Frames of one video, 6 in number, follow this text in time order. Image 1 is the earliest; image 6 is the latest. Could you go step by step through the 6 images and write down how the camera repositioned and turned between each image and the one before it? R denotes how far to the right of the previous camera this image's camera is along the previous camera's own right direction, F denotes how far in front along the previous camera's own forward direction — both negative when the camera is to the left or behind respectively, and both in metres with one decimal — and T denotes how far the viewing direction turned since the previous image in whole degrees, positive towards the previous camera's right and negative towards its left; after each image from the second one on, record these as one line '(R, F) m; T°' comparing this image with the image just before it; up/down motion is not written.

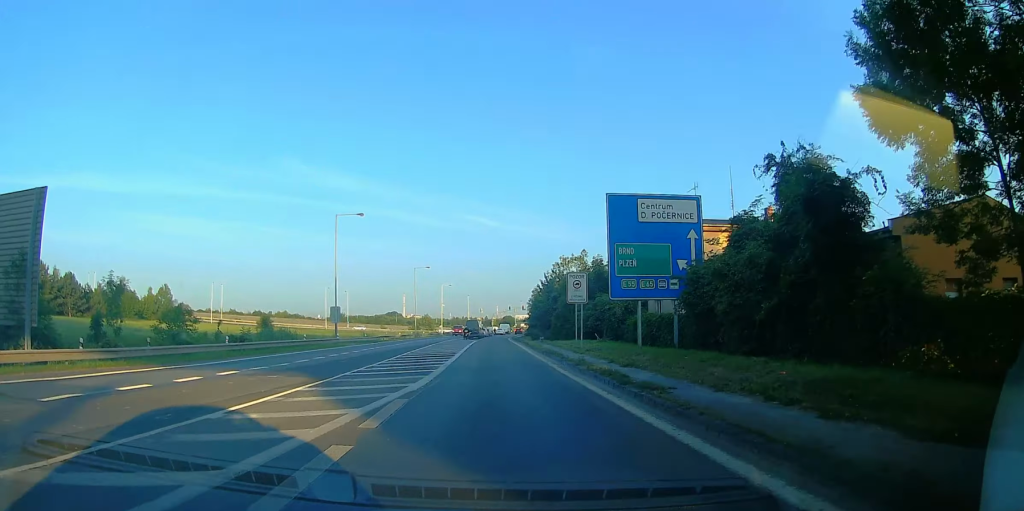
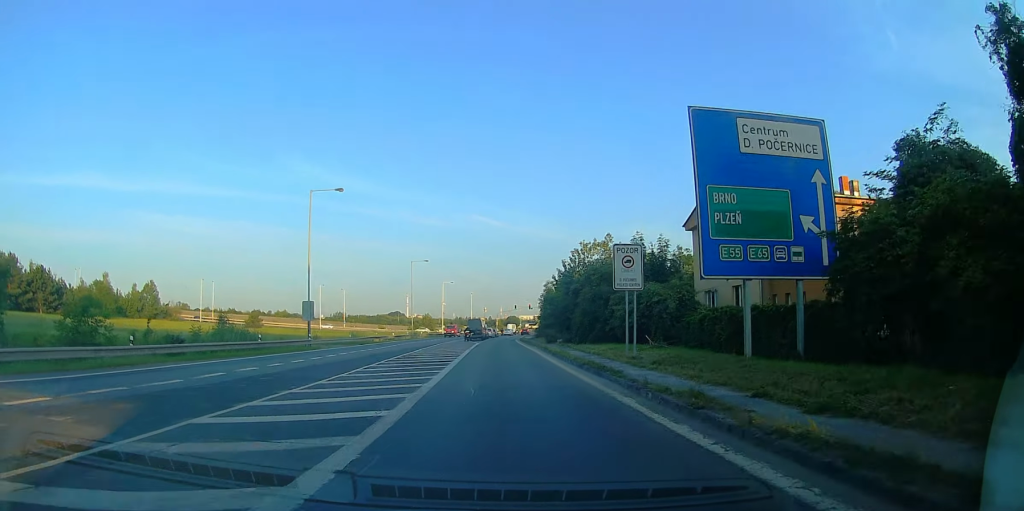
(-0.7, +10.0) m; -4°
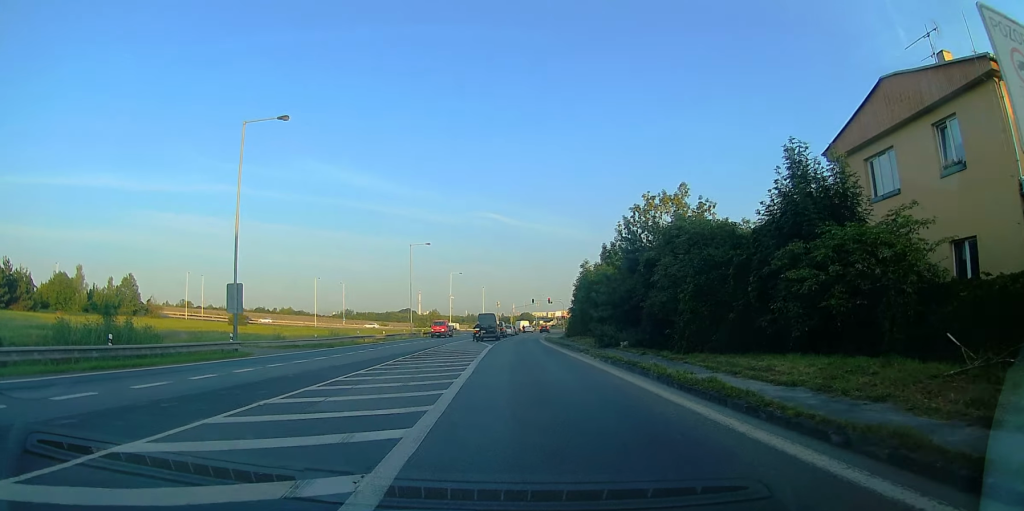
(-0.8, +16.6) m; -3°
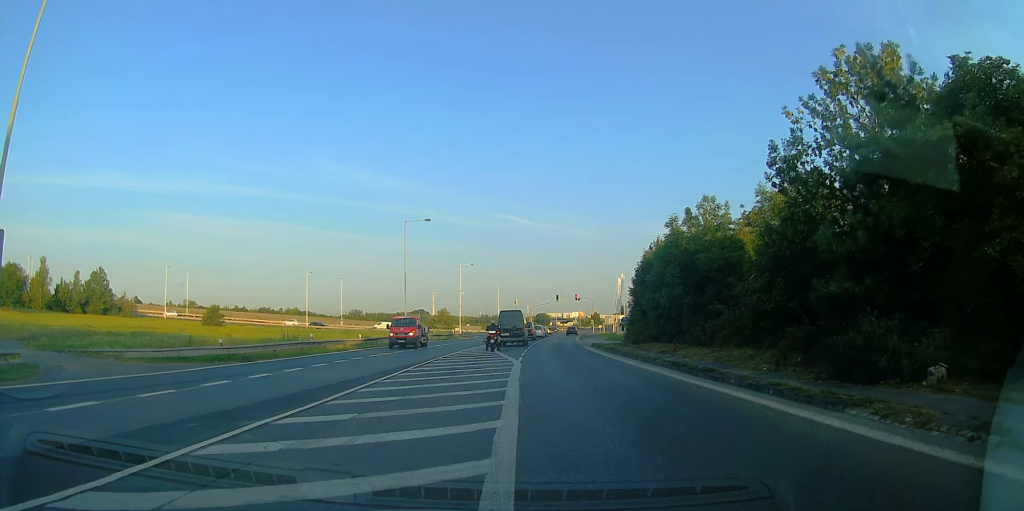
(0.0, +18.9) m; 0°
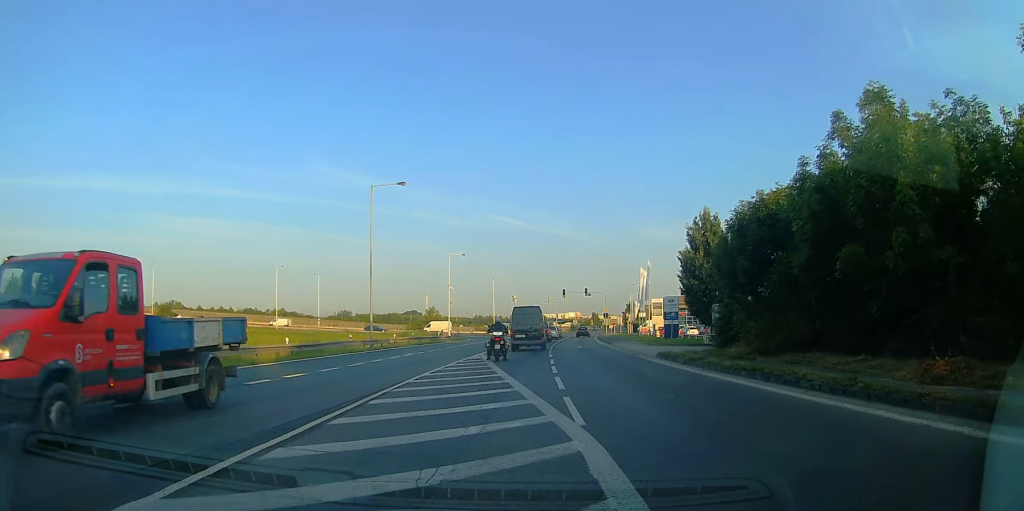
(0.0, +16.3) m; +2°
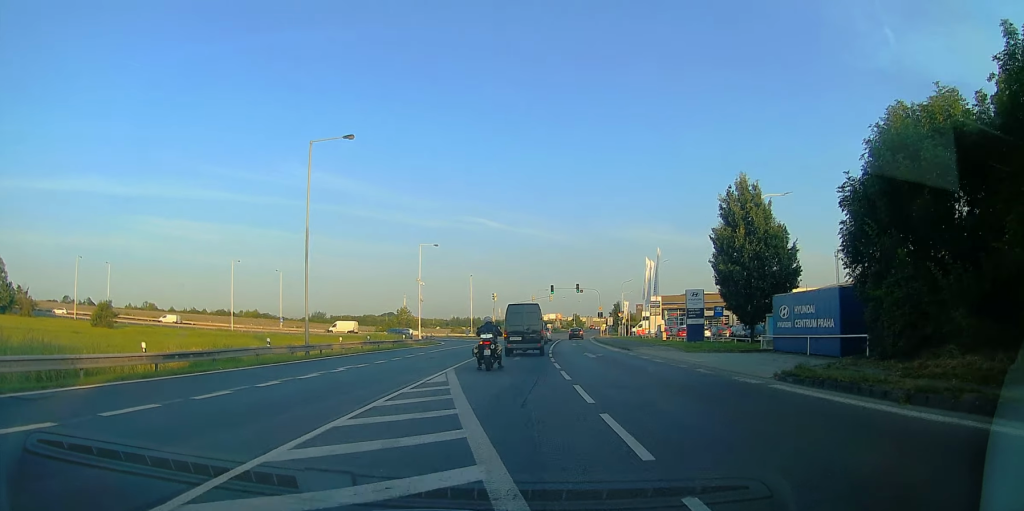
(+0.5, +11.4) m; +3°
